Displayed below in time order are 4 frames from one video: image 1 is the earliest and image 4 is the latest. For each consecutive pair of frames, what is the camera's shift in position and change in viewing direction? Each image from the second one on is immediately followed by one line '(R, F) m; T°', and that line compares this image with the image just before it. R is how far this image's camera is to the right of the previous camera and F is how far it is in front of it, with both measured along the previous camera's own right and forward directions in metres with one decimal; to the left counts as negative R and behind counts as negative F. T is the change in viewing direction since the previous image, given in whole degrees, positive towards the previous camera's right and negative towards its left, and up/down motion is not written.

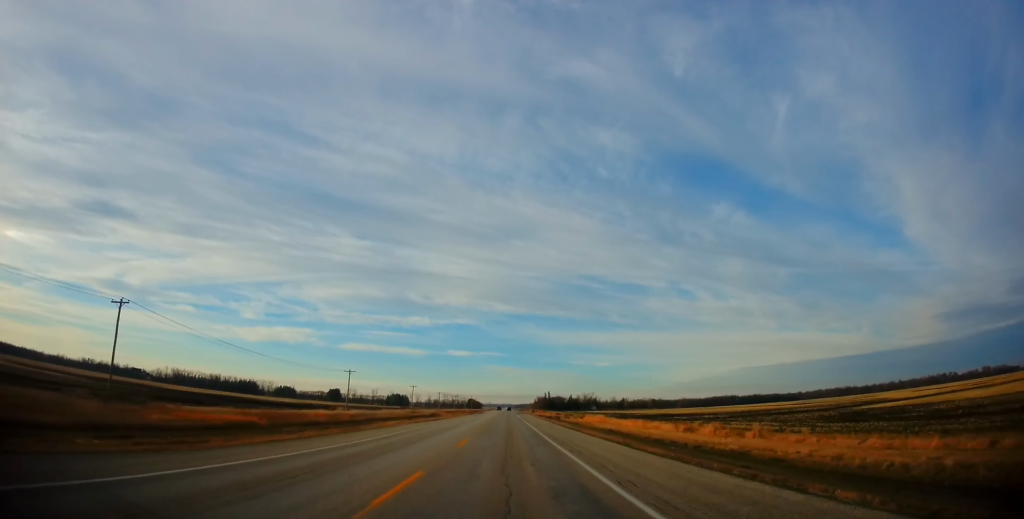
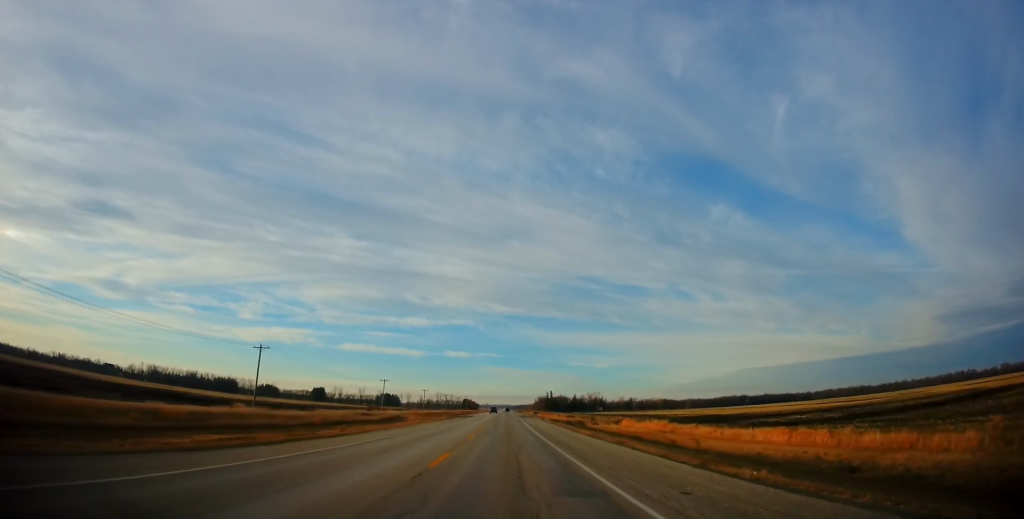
(-0.2, +42.2) m; 0°
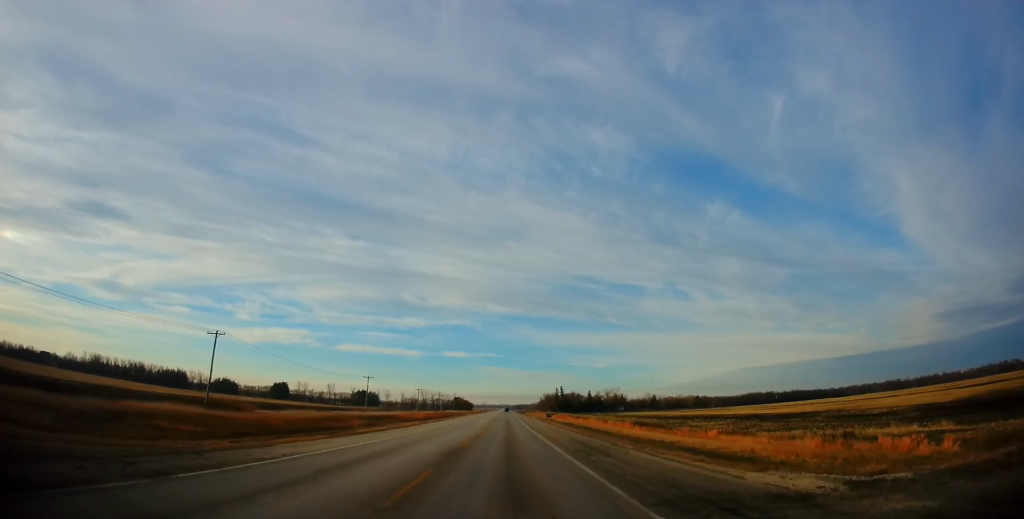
(+0.6, +99.5) m; +1°
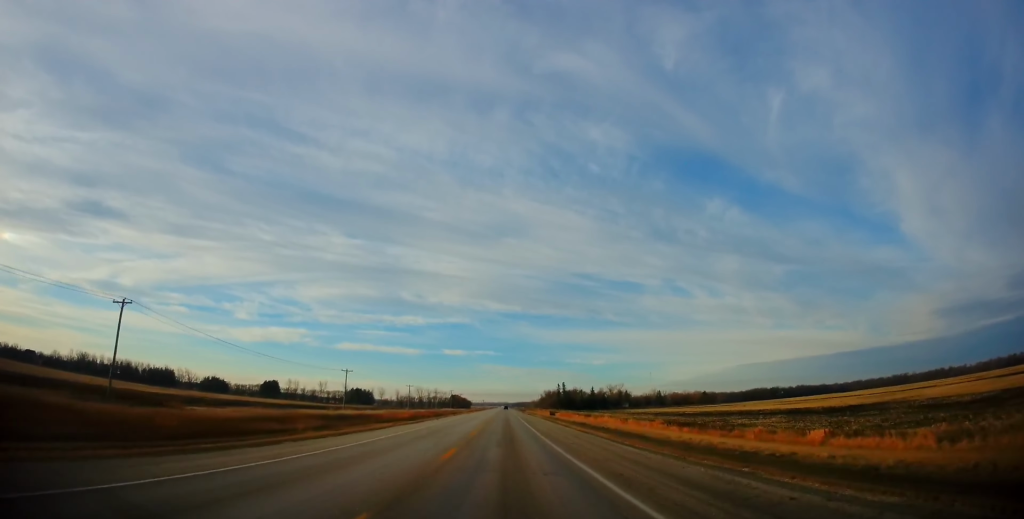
(+0.1, +18.4) m; 0°
